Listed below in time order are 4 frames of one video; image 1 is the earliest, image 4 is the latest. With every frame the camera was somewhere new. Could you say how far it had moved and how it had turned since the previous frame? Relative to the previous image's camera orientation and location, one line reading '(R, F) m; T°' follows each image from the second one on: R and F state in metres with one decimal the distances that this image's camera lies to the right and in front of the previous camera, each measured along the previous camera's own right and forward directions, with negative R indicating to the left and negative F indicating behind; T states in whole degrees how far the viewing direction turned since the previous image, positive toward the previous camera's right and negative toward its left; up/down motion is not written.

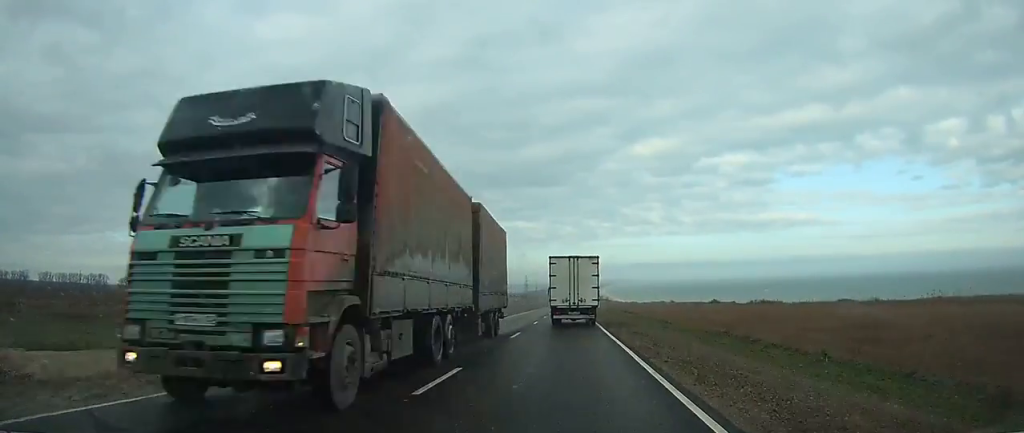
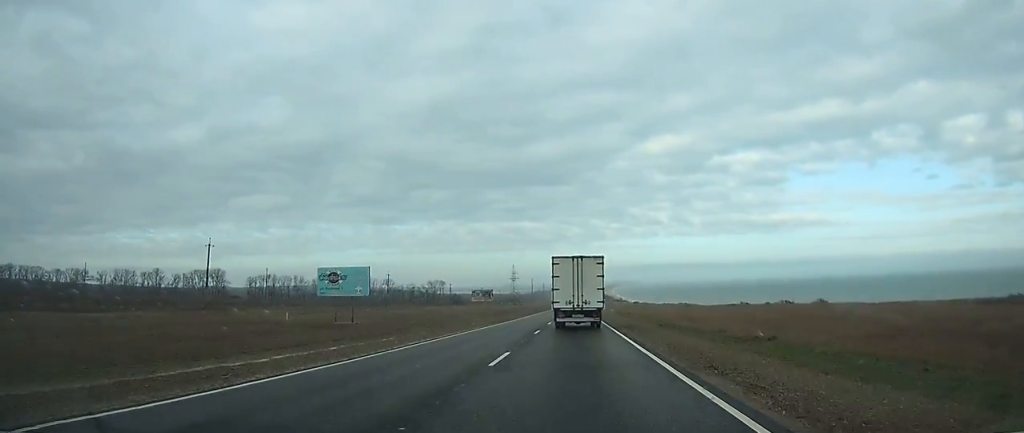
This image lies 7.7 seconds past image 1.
(-1.9, +151.0) m; 0°
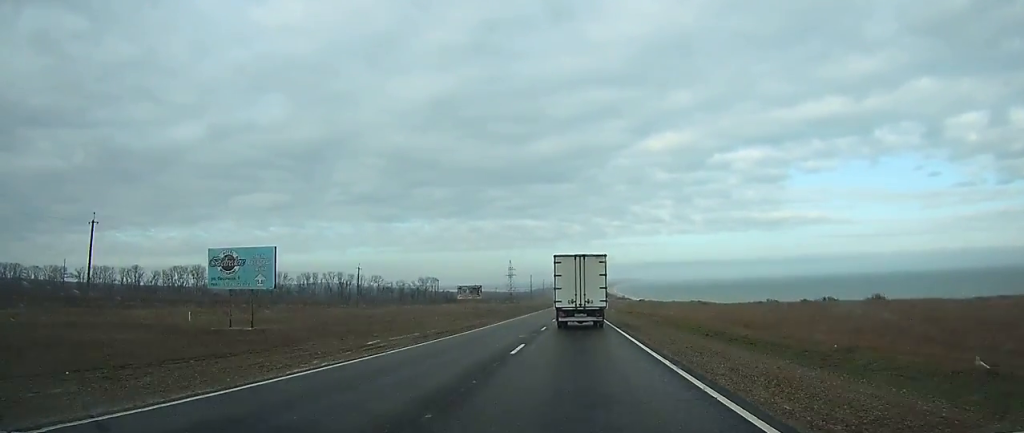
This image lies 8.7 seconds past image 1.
(0.0, +21.1) m; 0°
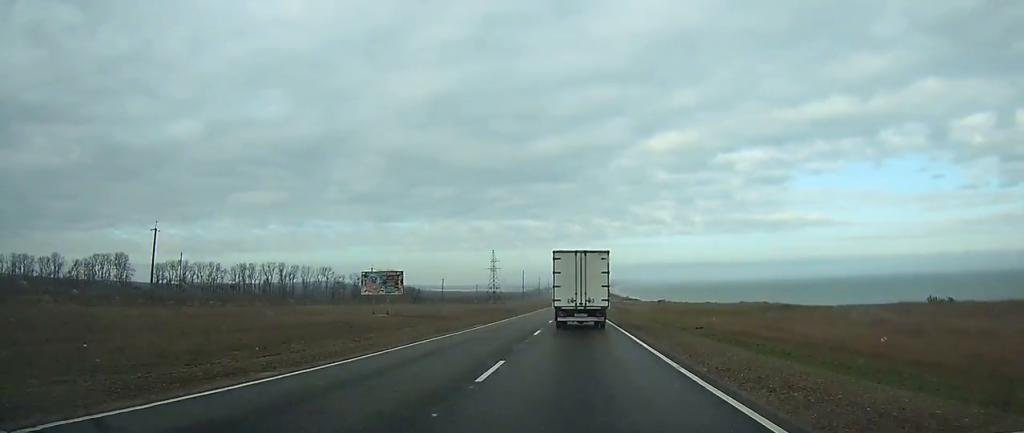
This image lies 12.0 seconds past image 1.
(+0.2, +65.3) m; +1°
